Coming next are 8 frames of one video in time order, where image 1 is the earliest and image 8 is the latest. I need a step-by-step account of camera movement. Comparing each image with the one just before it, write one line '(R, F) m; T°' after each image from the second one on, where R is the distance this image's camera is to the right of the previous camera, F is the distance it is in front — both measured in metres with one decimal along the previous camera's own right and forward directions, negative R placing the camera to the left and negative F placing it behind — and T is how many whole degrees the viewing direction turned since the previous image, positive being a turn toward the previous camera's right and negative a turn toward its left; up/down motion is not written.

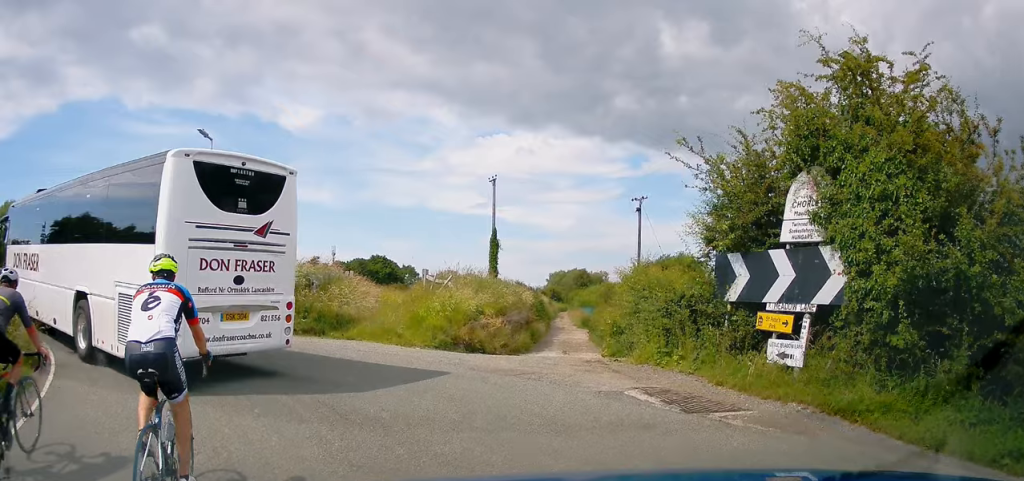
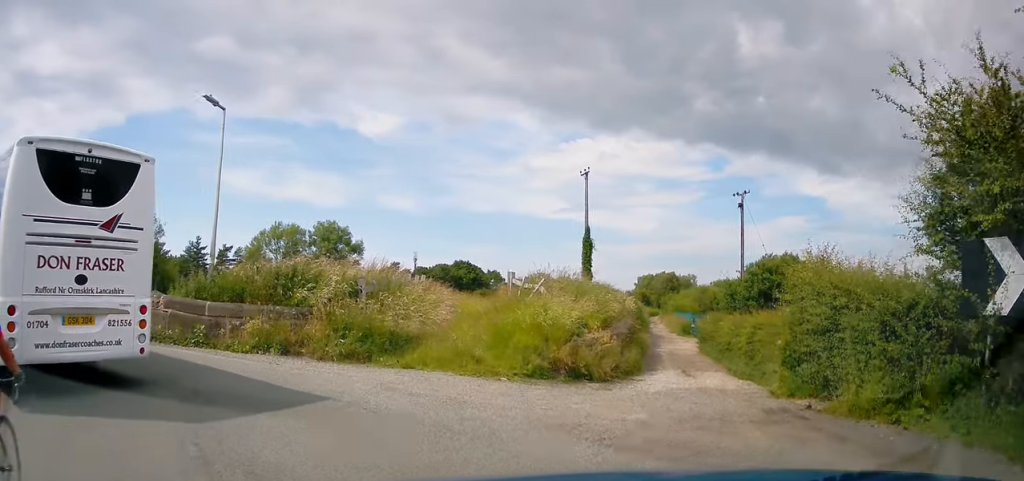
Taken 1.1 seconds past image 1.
(+0.1, +4.6) m; -12°
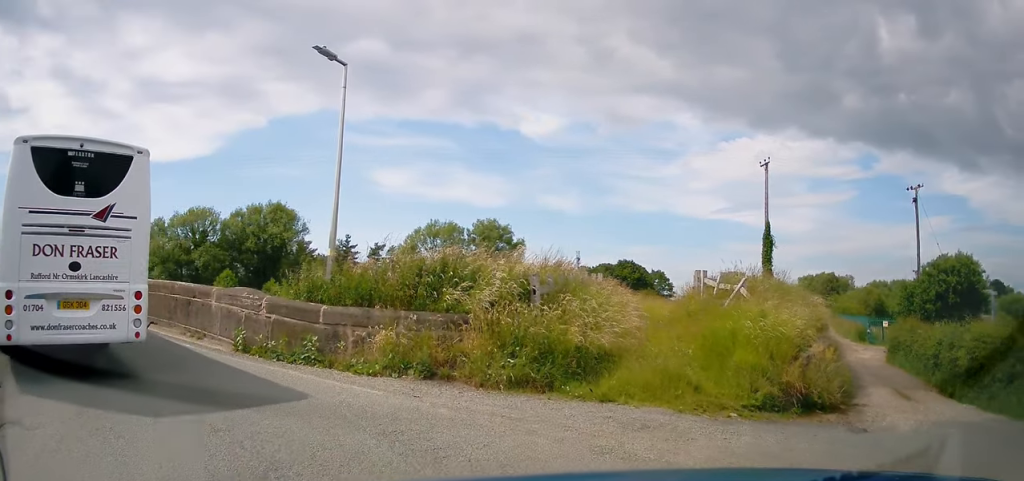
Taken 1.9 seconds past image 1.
(-0.7, +3.1) m; -17°
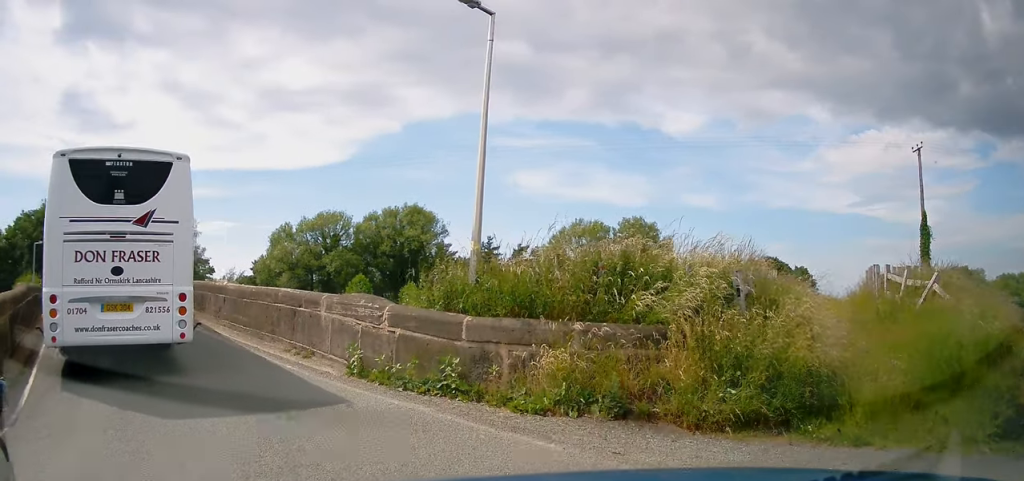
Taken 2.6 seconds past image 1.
(-0.3, +2.5) m; -13°
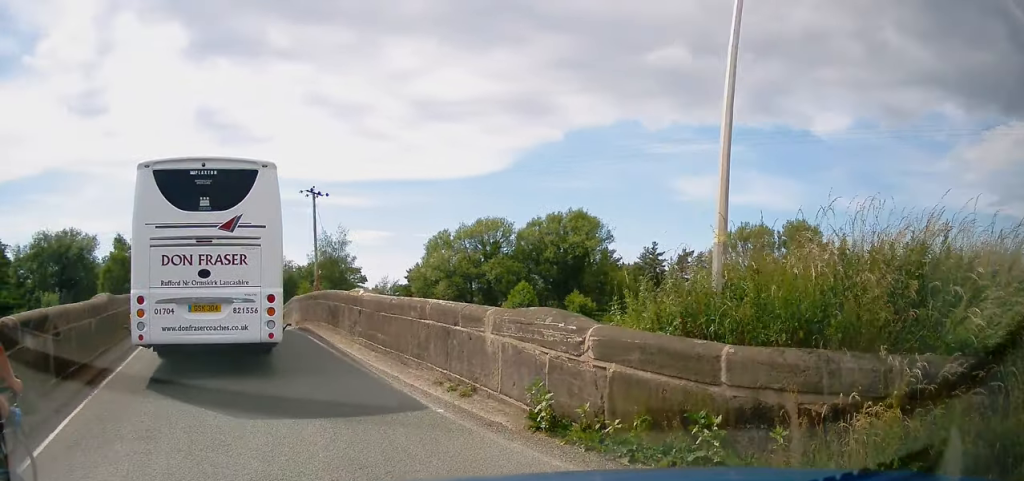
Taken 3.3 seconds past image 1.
(-0.1, +2.9) m; -14°
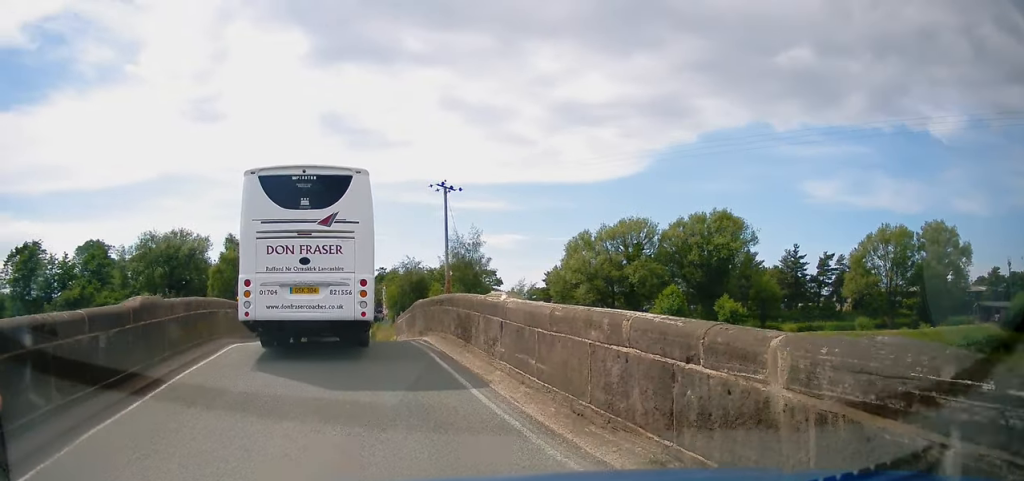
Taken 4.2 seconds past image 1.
(-0.9, +3.7) m; -7°
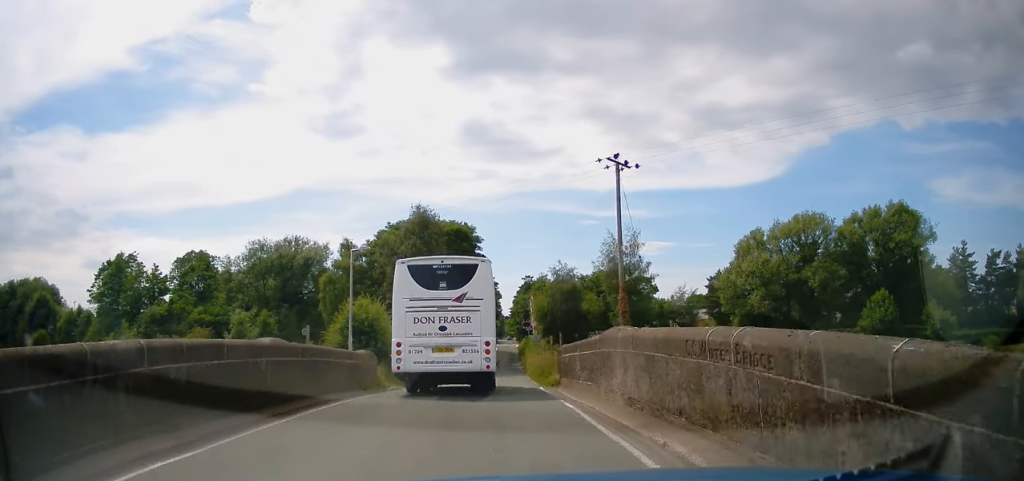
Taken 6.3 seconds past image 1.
(-1.5, +9.8) m; -19°
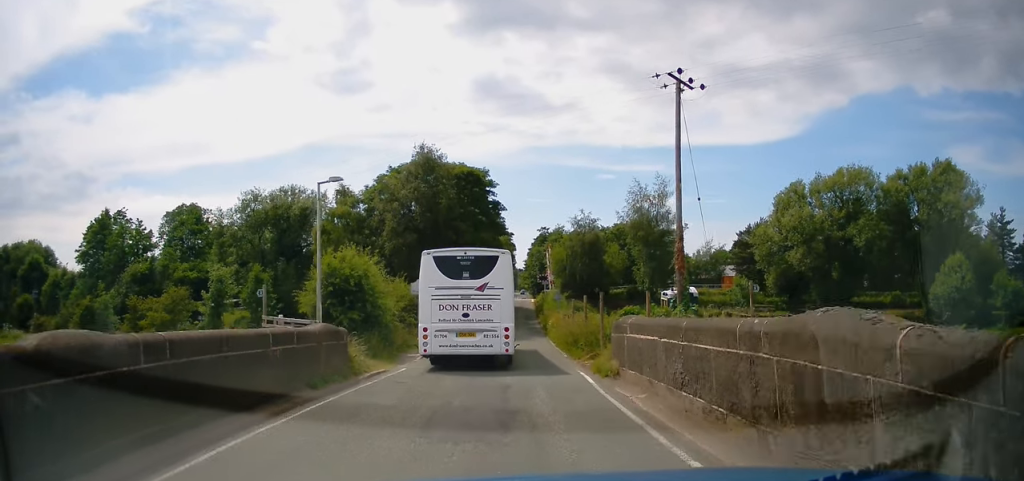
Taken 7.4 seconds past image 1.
(+0.1, +6.2) m; +5°
